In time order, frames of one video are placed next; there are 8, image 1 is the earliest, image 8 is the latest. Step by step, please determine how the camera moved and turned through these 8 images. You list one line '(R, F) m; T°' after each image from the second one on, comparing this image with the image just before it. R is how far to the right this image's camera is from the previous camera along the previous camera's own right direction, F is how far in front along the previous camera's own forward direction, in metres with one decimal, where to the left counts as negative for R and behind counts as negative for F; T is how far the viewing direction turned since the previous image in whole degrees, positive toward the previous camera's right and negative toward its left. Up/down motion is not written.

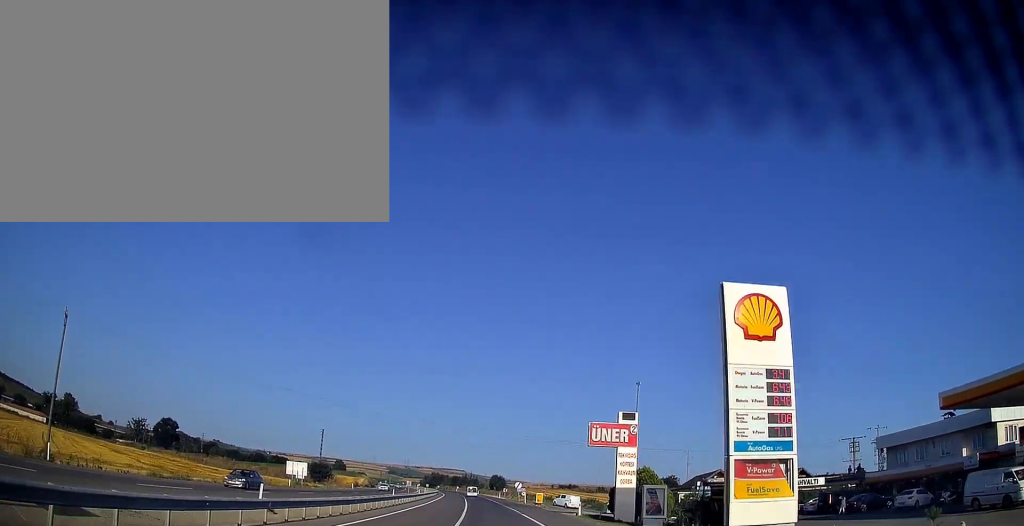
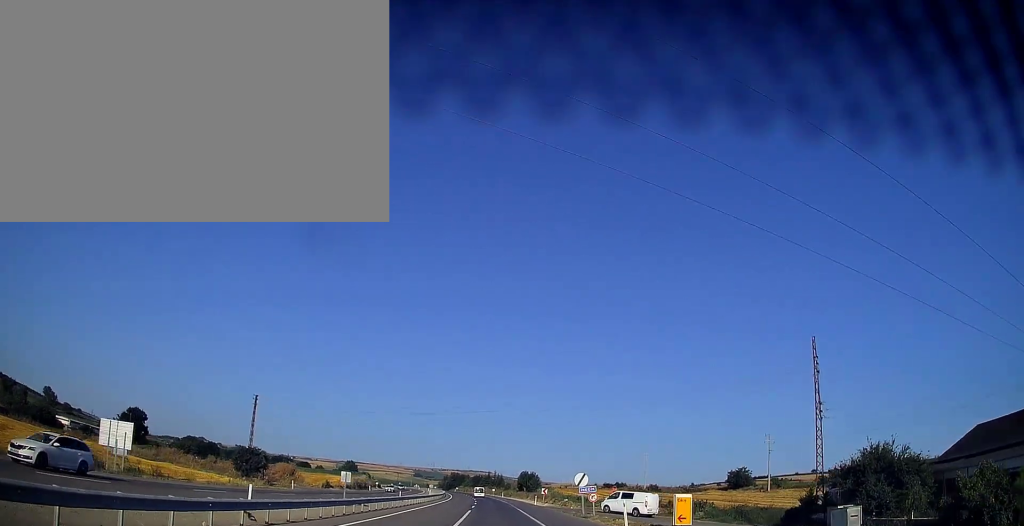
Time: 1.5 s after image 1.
(-0.9, +44.0) m; -2°
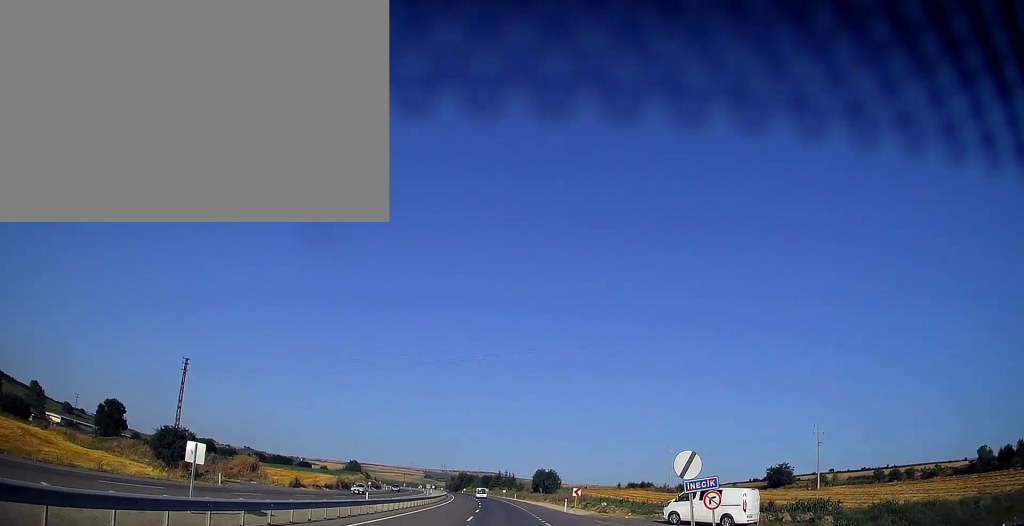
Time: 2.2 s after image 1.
(-0.1, +20.5) m; -1°
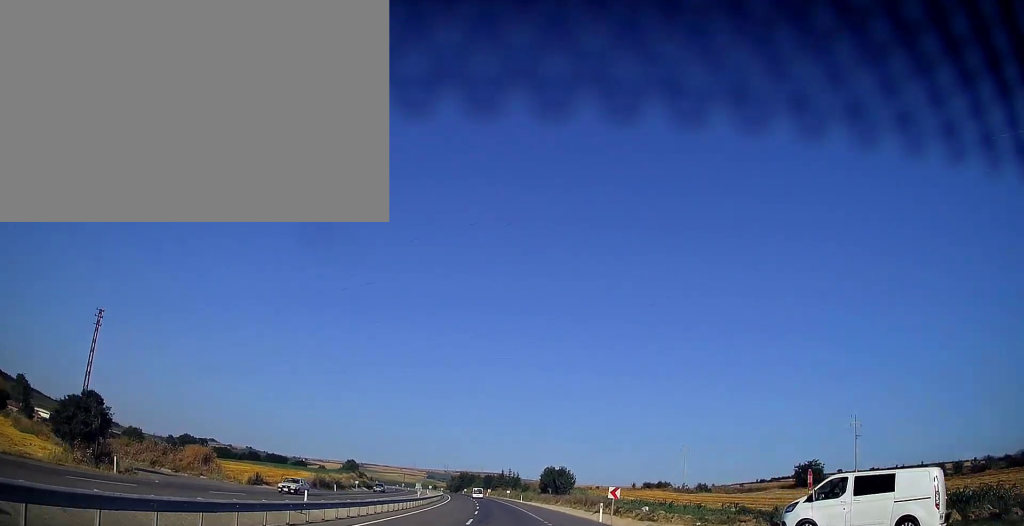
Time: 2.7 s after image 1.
(-0.1, +14.7) m; -1°
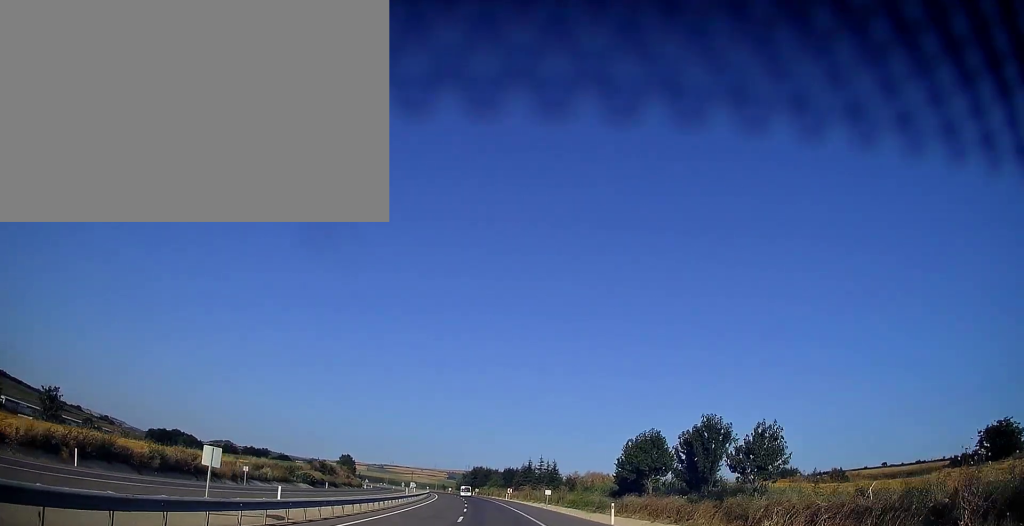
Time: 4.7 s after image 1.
(-1.3, +59.8) m; -2°
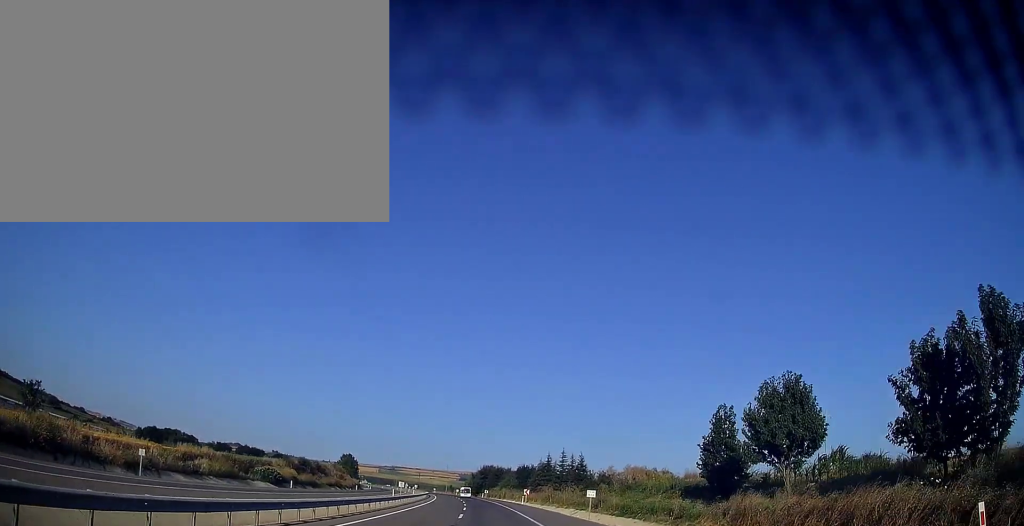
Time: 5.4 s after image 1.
(-0.1, +20.7) m; -1°
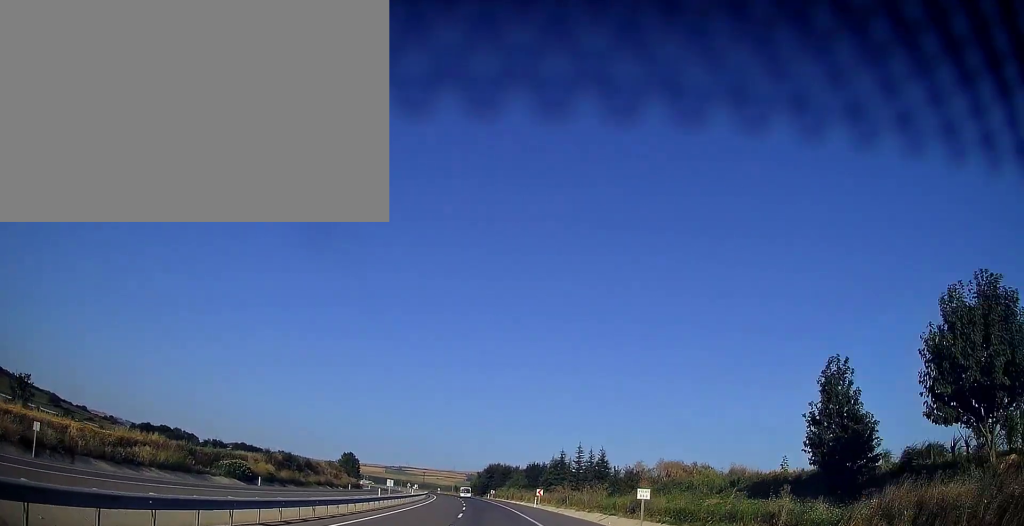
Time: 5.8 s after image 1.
(-0.2, +11.8) m; -1°
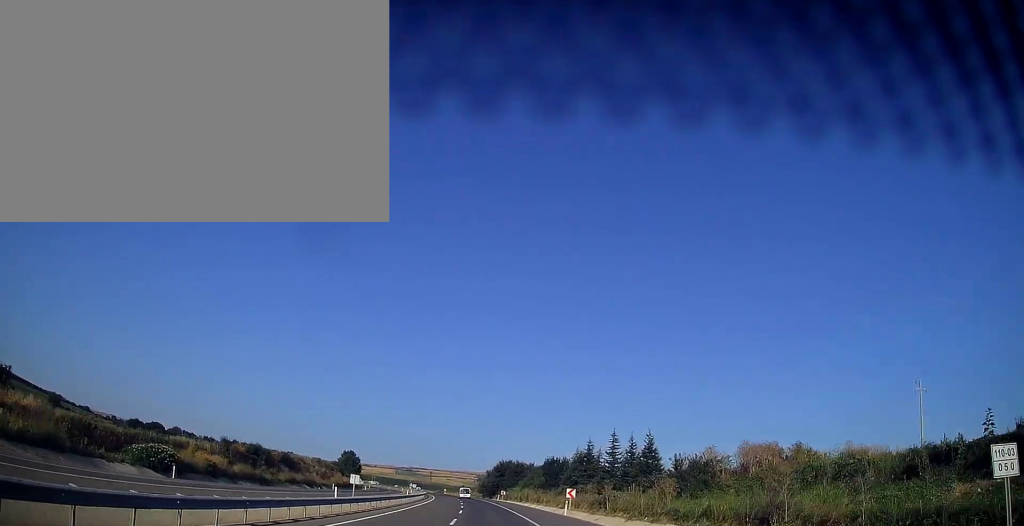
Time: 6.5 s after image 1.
(-0.1, +18.7) m; -1°
